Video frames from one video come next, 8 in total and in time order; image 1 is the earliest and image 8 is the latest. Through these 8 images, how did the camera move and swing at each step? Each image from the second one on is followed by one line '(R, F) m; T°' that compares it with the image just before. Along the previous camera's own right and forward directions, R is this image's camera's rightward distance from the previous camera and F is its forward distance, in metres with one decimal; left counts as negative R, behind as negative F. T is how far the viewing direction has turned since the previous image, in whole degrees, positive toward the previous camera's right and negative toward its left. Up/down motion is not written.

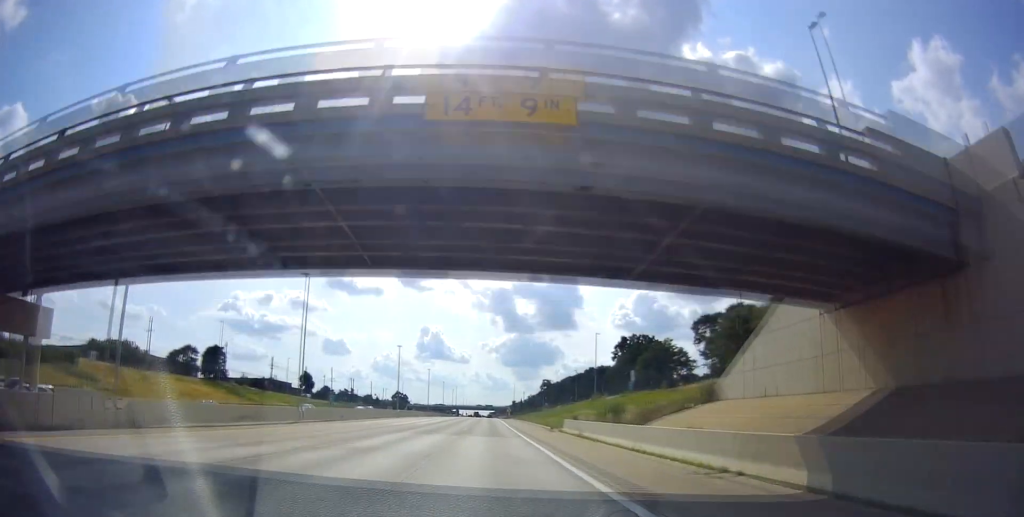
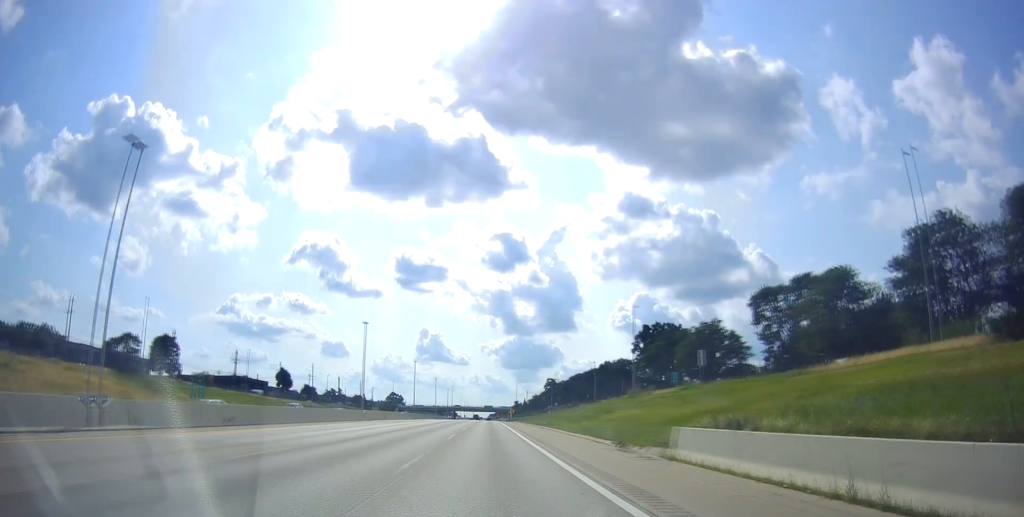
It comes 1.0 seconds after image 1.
(+0.6, +30.1) m; +1°
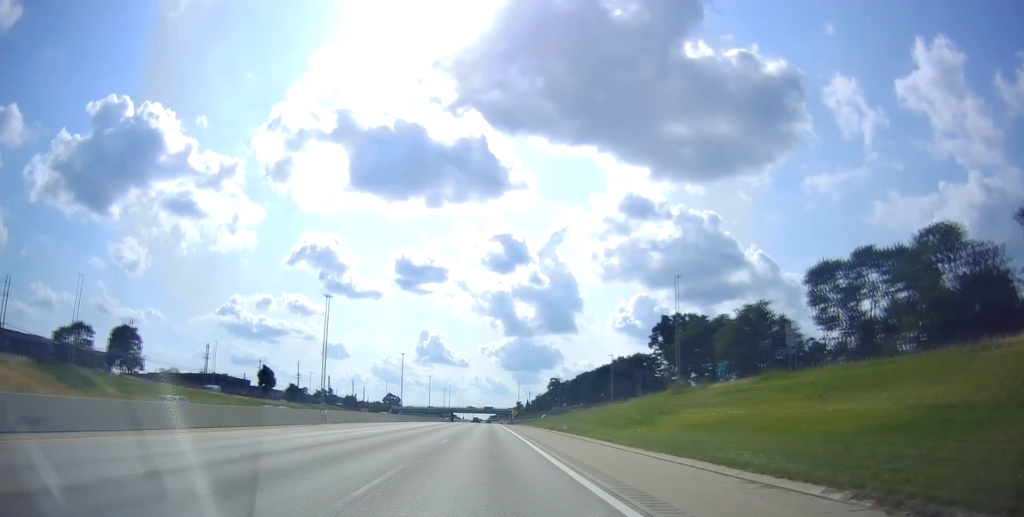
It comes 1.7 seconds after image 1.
(0.0, +19.5) m; 0°
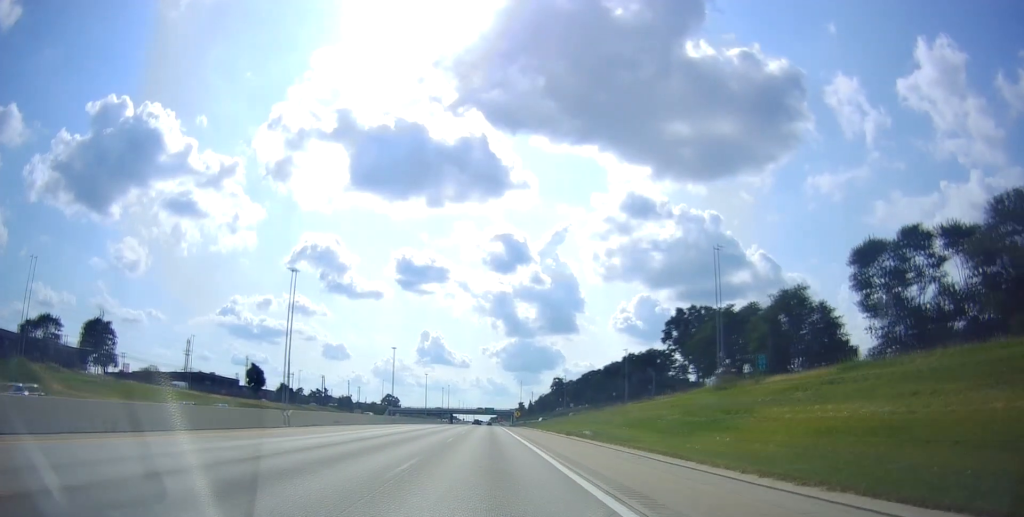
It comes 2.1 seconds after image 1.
(0.0, +11.7) m; 0°
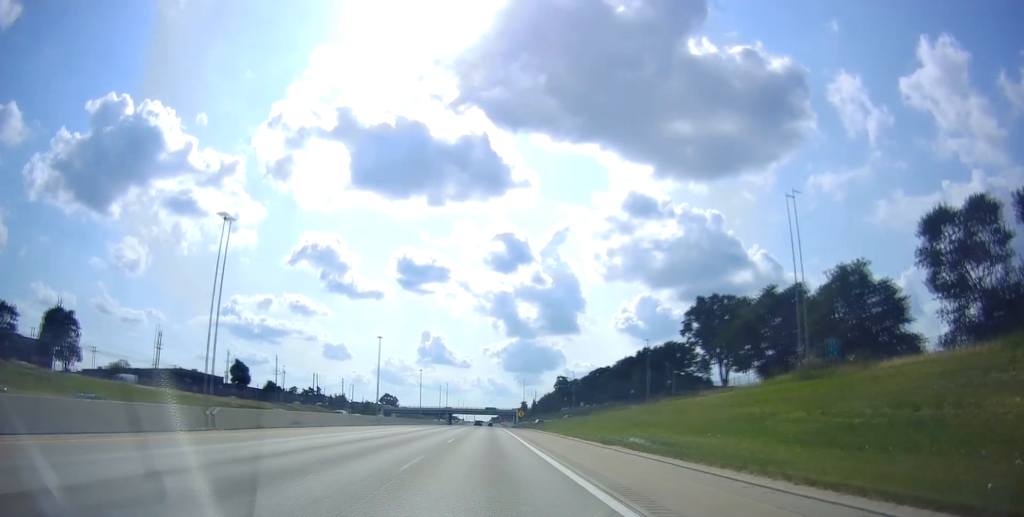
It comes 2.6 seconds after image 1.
(0.0, +14.5) m; 0°
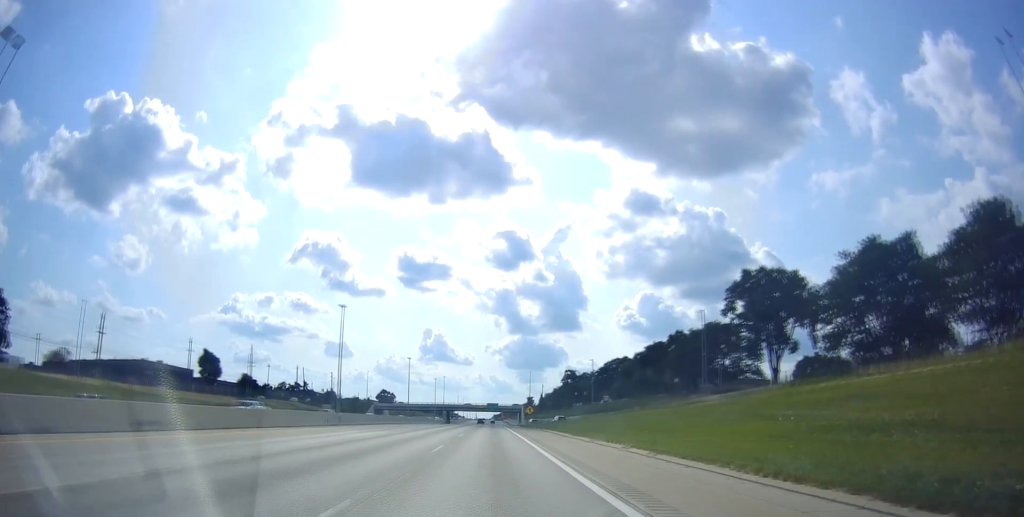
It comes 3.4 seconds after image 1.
(0.0, +24.1) m; 0°
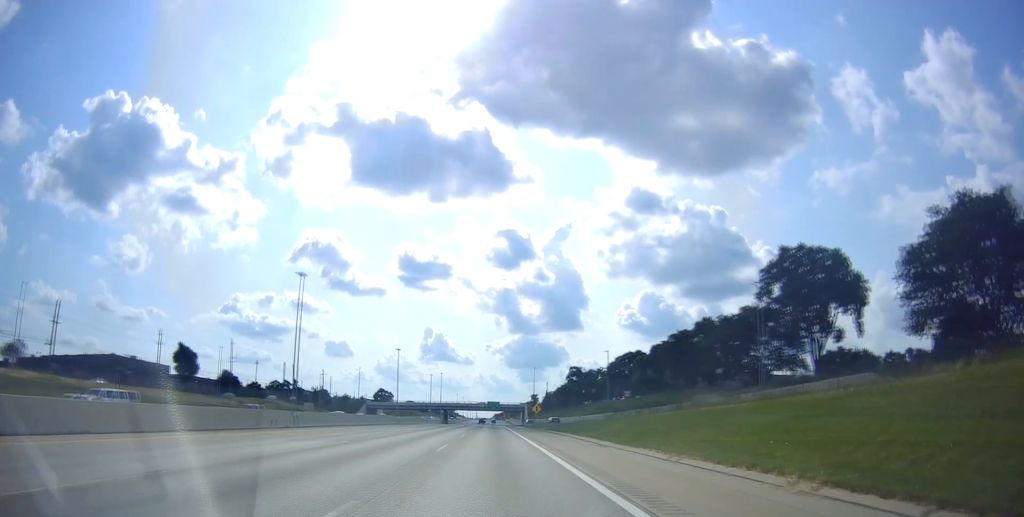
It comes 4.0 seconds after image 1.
(0.0, +15.4) m; 0°
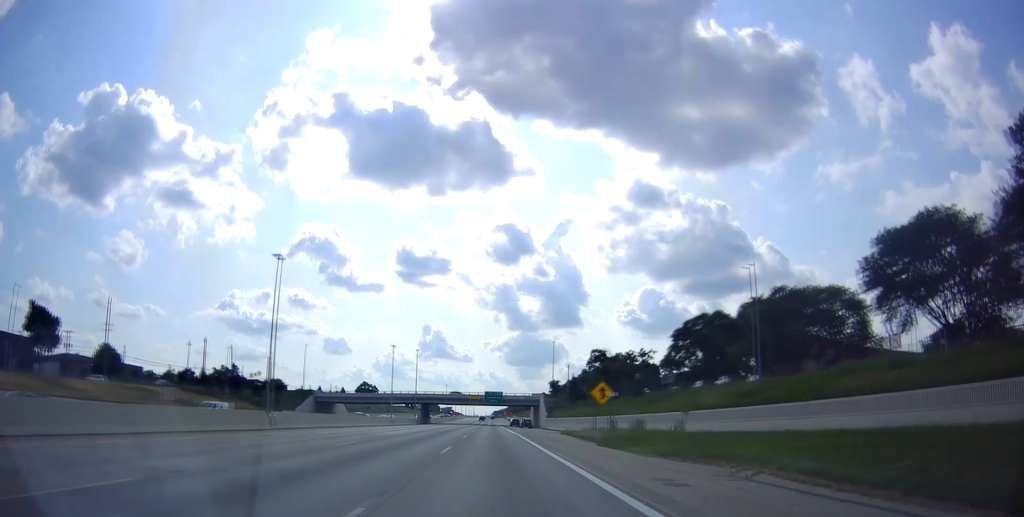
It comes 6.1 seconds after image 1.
(-1.2, +61.3) m; -2°
